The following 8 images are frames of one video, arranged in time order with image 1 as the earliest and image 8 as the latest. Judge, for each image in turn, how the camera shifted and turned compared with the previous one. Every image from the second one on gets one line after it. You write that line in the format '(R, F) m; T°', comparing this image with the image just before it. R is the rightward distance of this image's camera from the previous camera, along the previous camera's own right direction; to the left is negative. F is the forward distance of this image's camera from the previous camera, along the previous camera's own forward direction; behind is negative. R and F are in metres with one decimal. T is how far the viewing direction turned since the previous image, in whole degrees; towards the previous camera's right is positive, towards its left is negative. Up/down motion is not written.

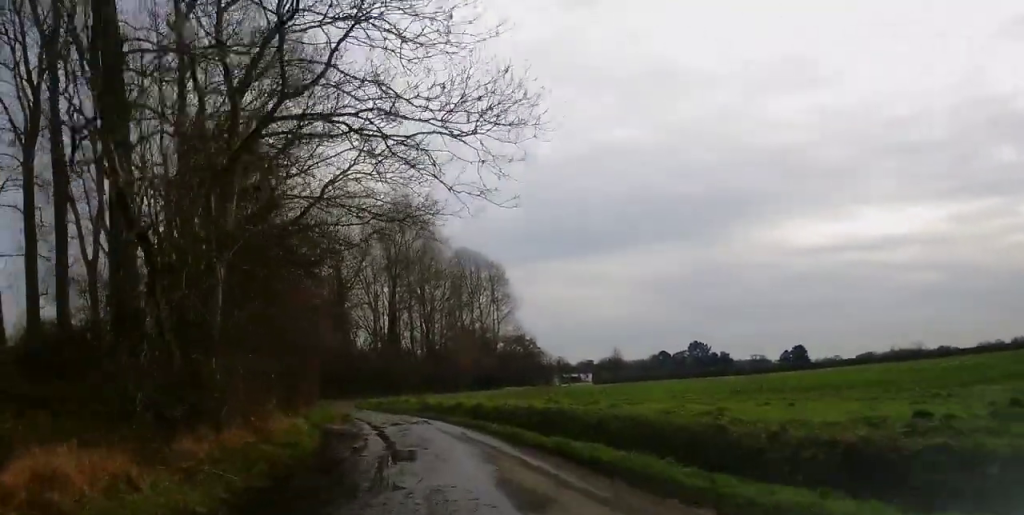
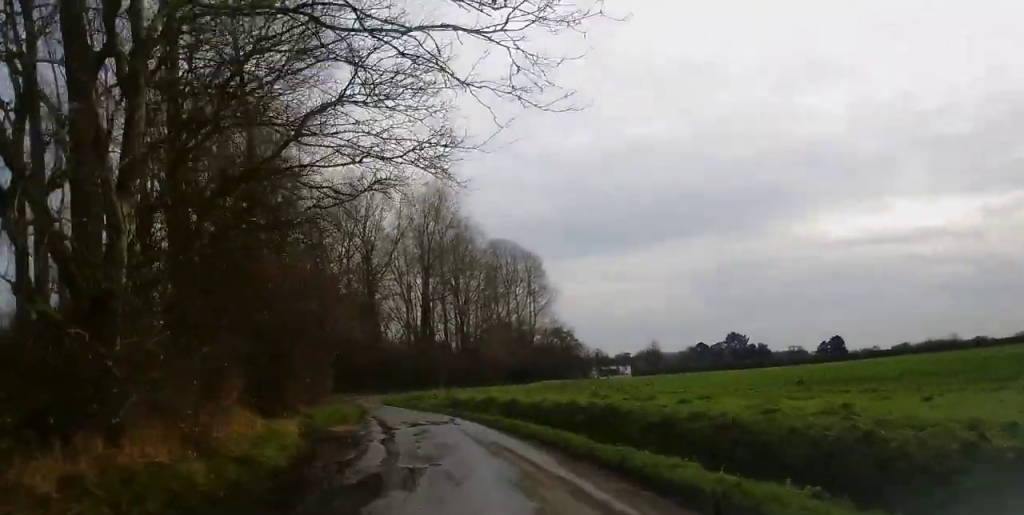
(0.0, +4.7) m; -3°
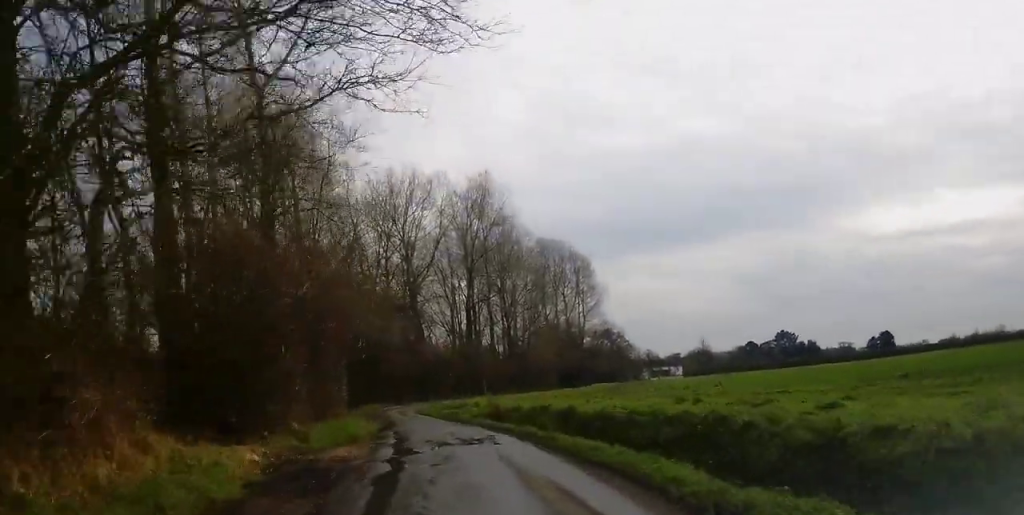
(-0.3, +6.0) m; -4°
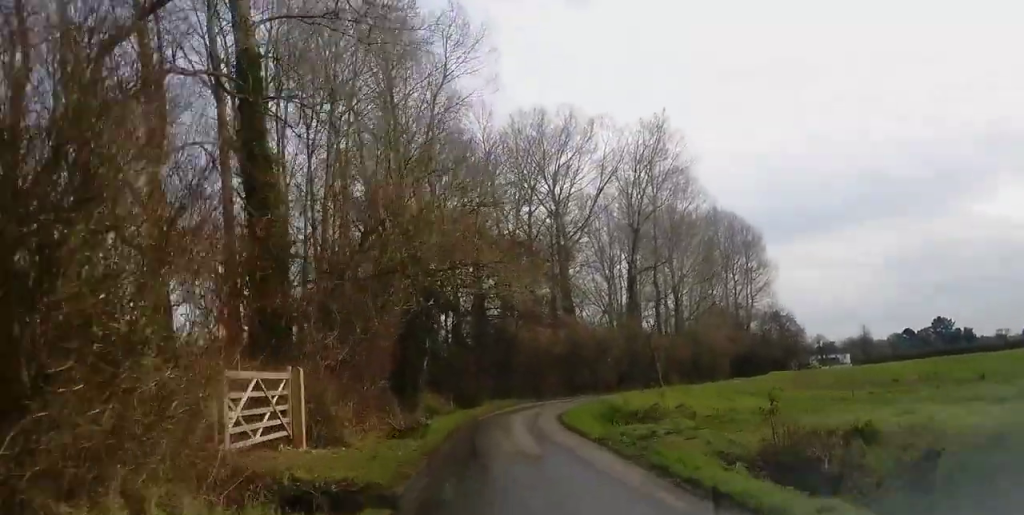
(-2.1, +23.0) m; -9°
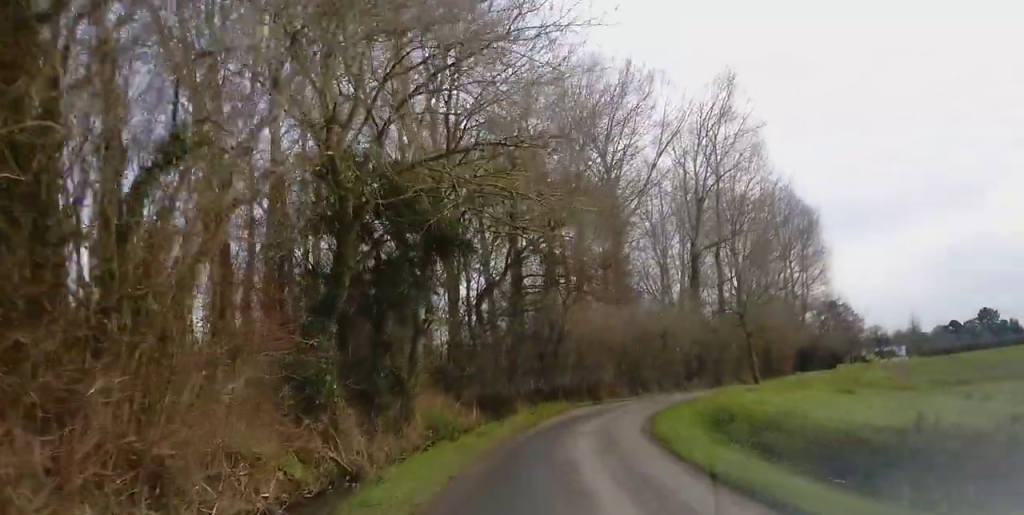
(-0.6, +13.8) m; -3°
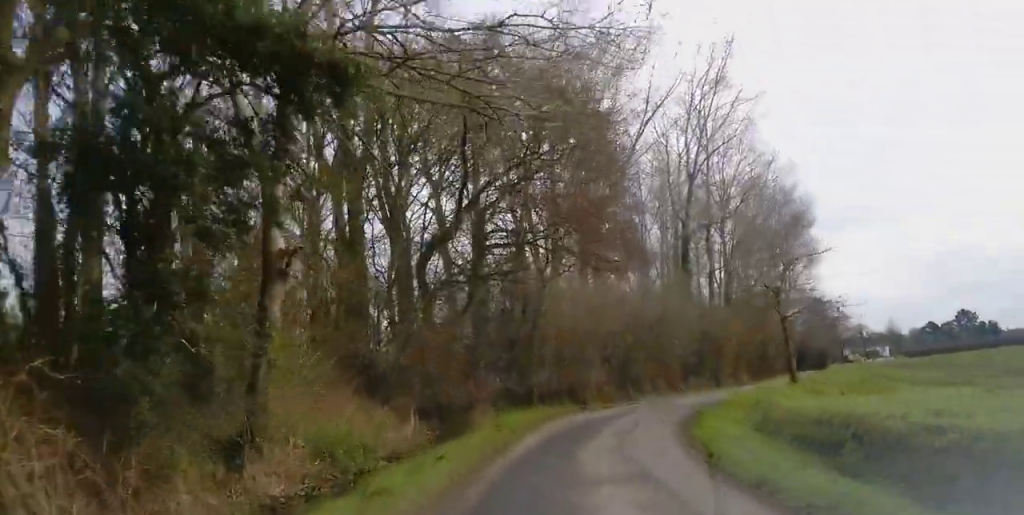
(-0.1, +9.9) m; 0°
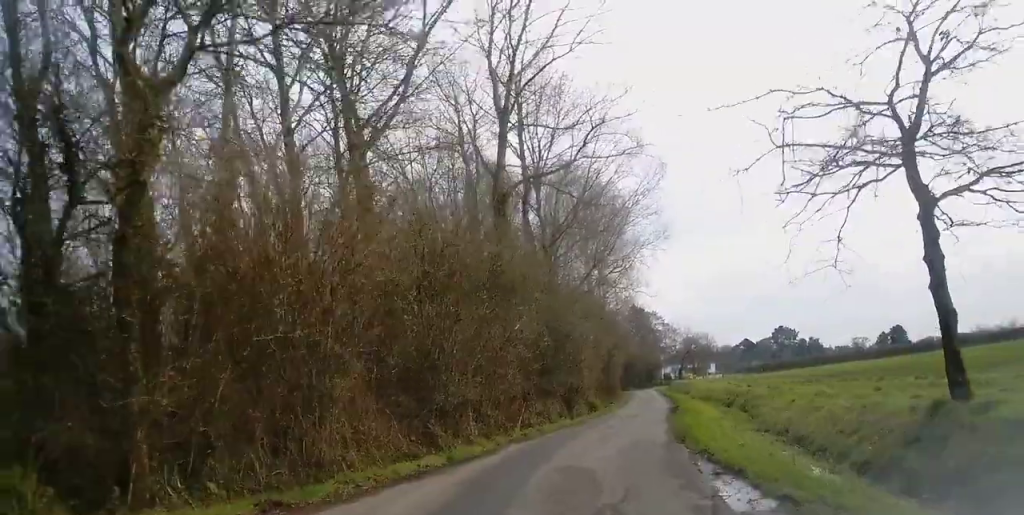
(+0.5, +21.1) m; +10°
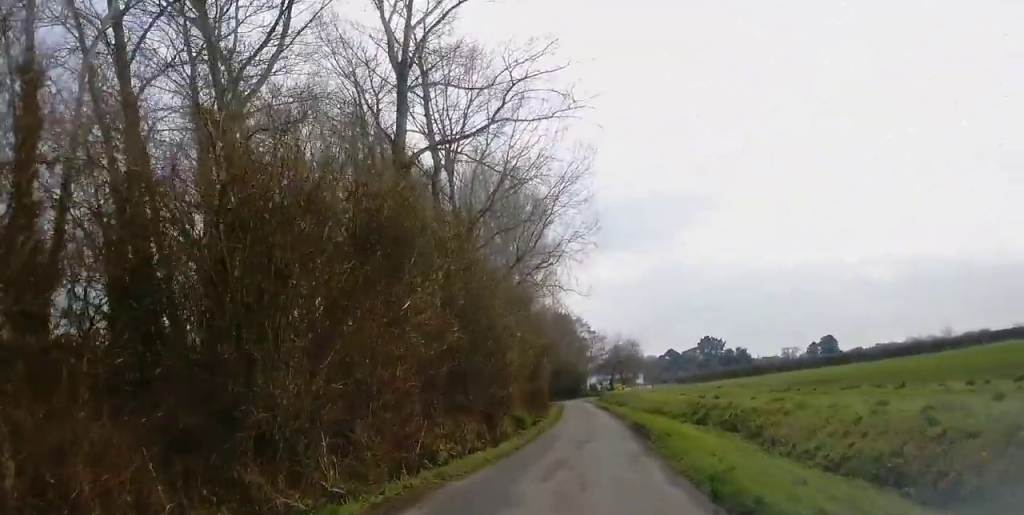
(+1.2, +8.4) m; +7°
